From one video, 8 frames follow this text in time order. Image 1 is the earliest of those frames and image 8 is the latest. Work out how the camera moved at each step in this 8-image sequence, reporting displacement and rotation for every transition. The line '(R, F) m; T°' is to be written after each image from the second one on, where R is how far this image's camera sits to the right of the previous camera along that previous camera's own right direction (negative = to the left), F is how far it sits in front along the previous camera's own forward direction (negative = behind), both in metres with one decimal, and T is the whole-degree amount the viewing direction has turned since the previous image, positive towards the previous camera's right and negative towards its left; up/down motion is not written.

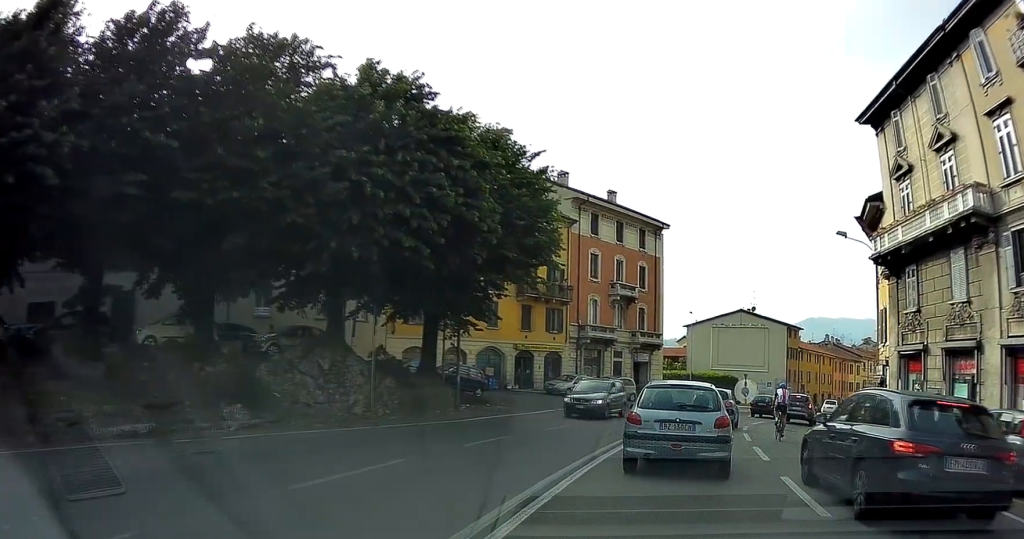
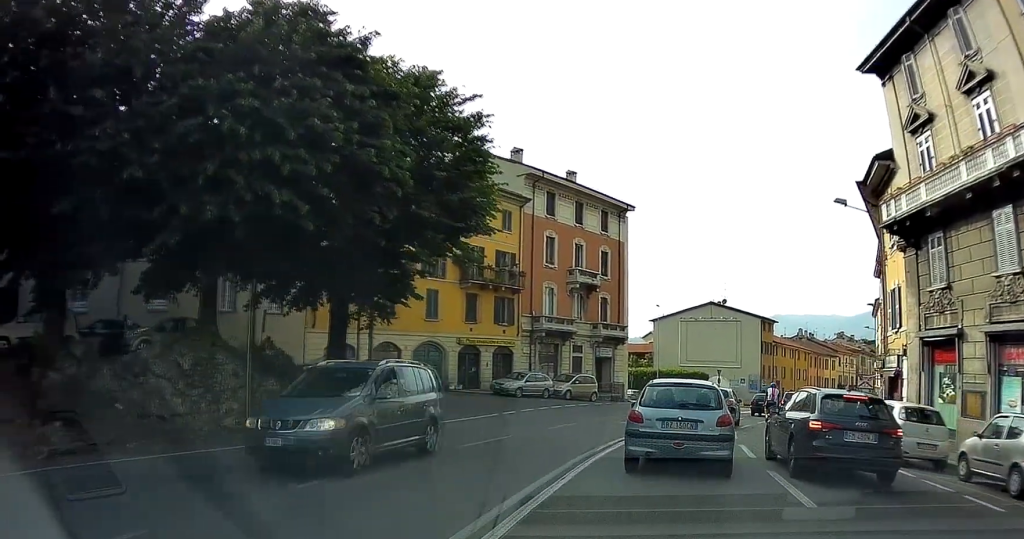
(0.0, +5.8) m; -3°
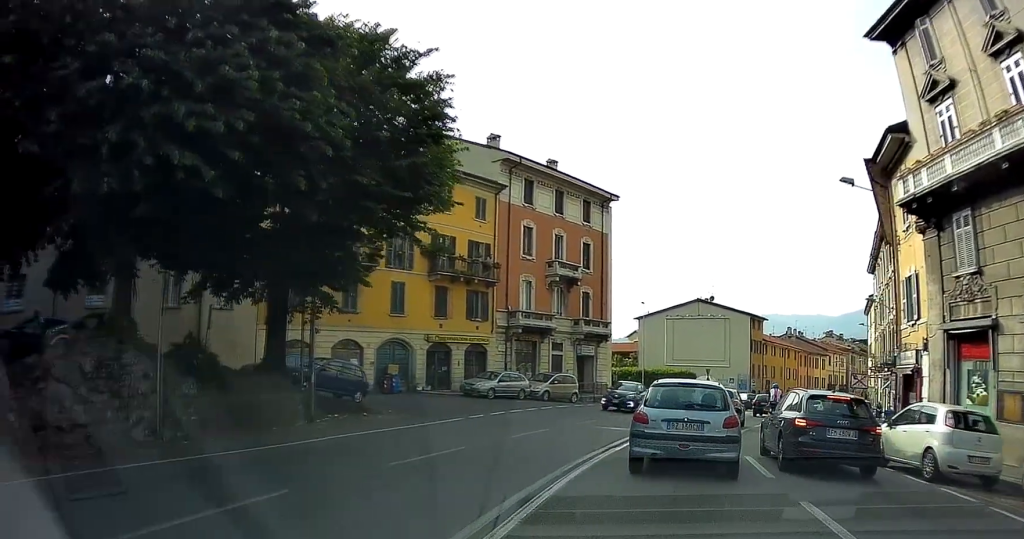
(0.0, +3.0) m; -2°
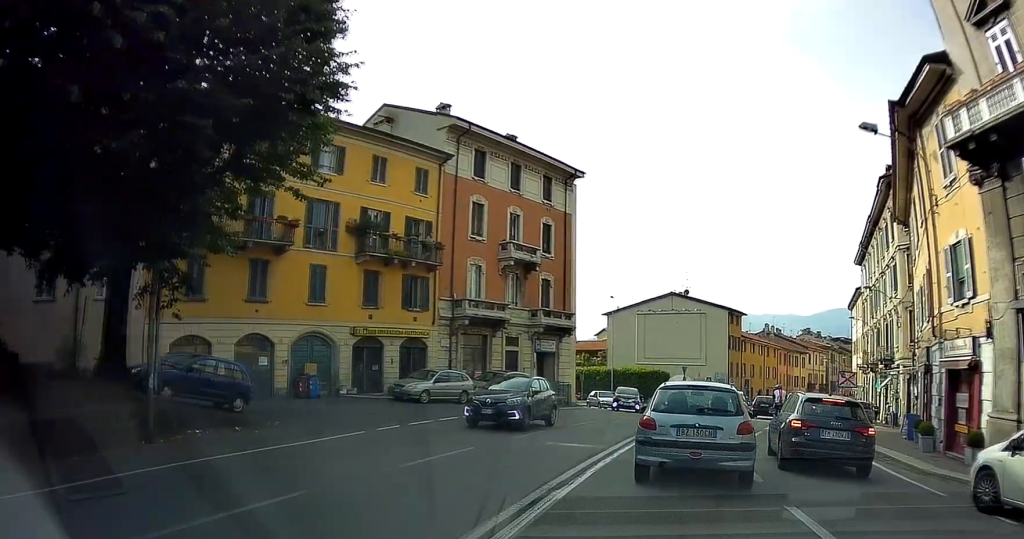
(-0.3, +5.5) m; +3°
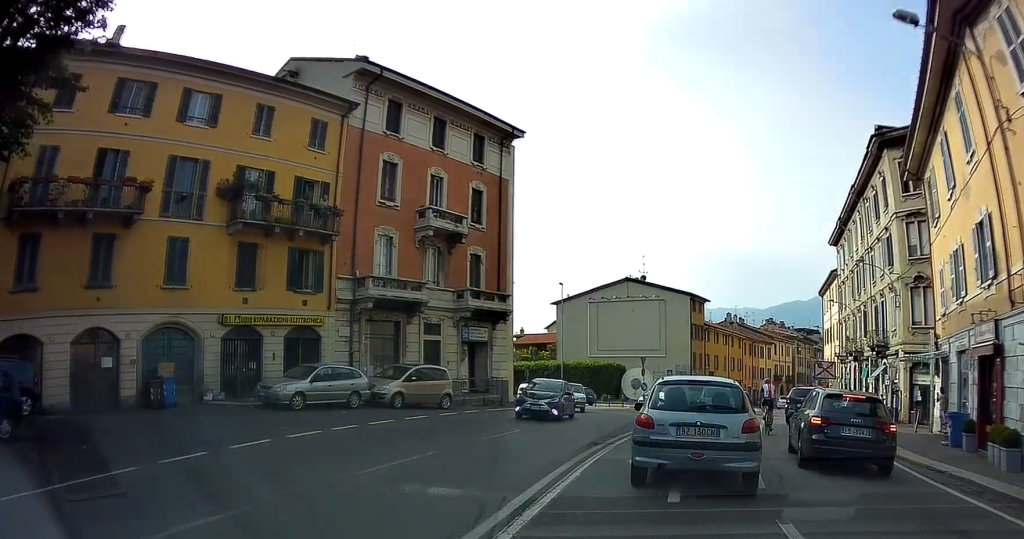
(+0.7, +6.4) m; +13°
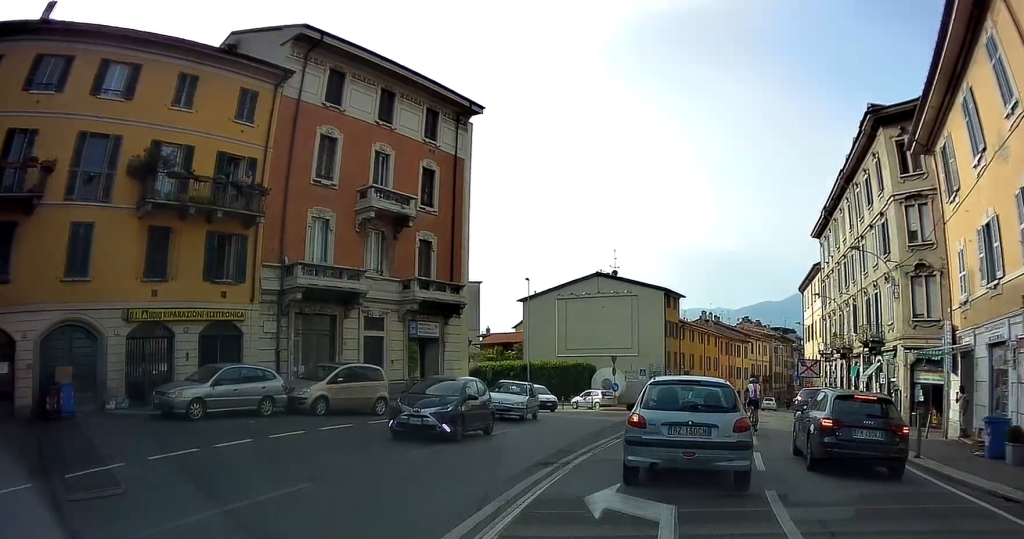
(+0.4, +3.6) m; +5°
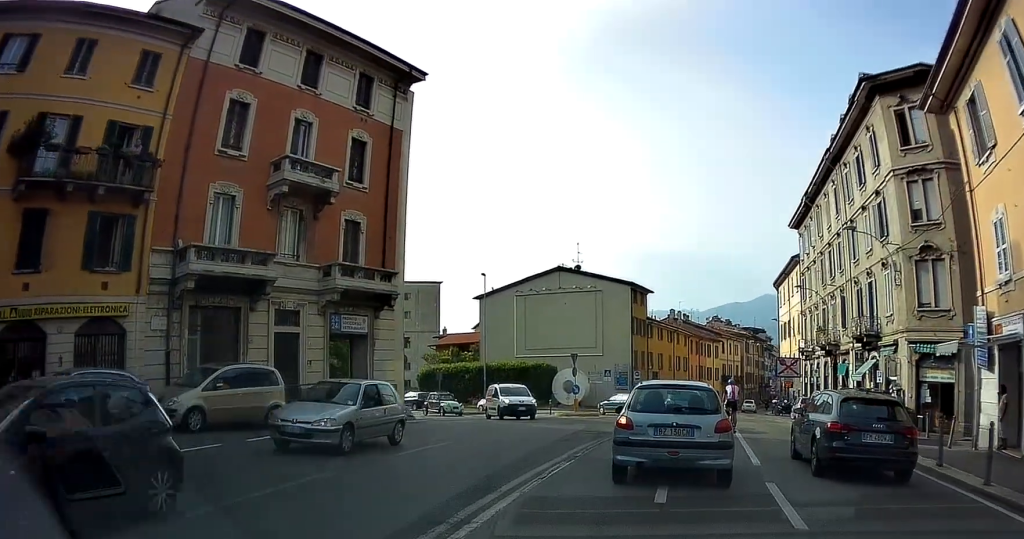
(+0.2, +4.7) m; +5°
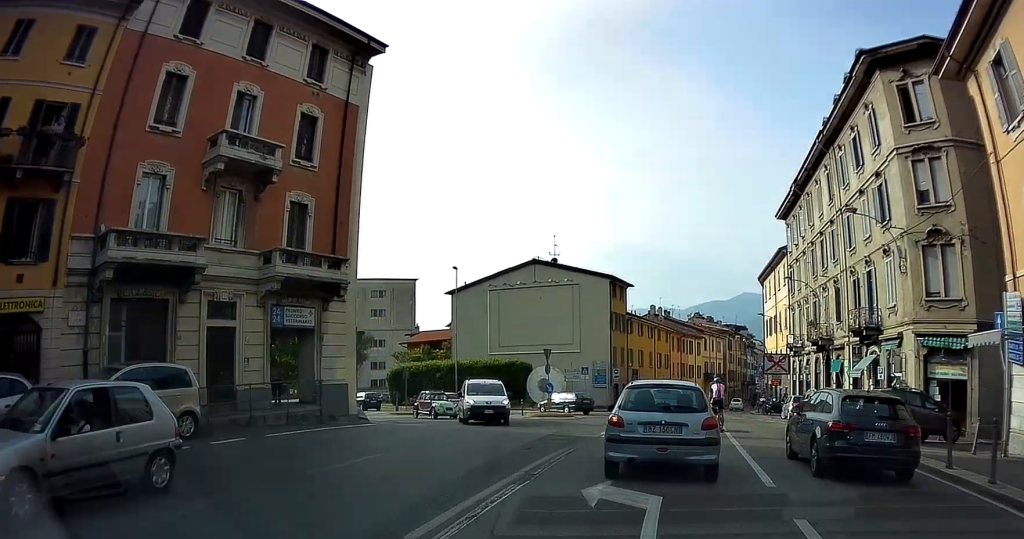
(0.0, +3.0) m; +2°
